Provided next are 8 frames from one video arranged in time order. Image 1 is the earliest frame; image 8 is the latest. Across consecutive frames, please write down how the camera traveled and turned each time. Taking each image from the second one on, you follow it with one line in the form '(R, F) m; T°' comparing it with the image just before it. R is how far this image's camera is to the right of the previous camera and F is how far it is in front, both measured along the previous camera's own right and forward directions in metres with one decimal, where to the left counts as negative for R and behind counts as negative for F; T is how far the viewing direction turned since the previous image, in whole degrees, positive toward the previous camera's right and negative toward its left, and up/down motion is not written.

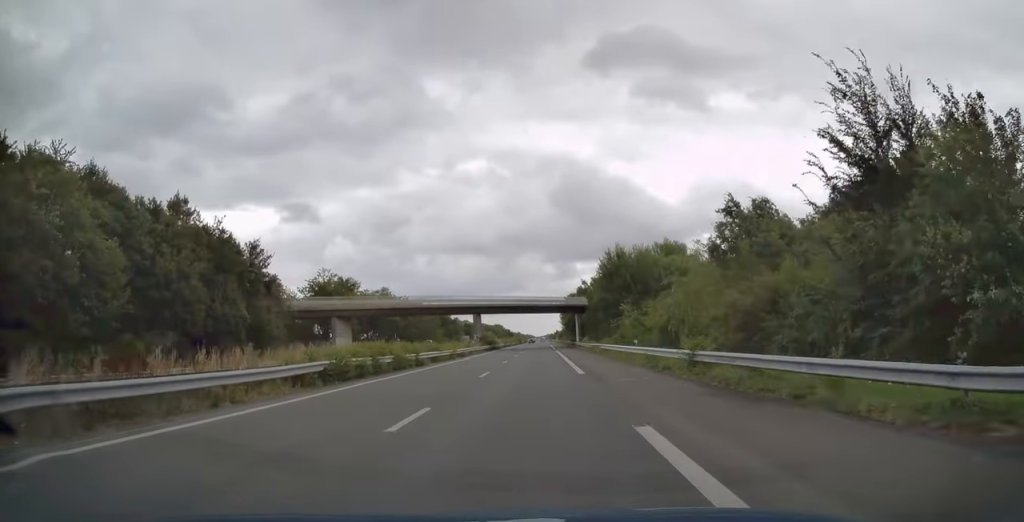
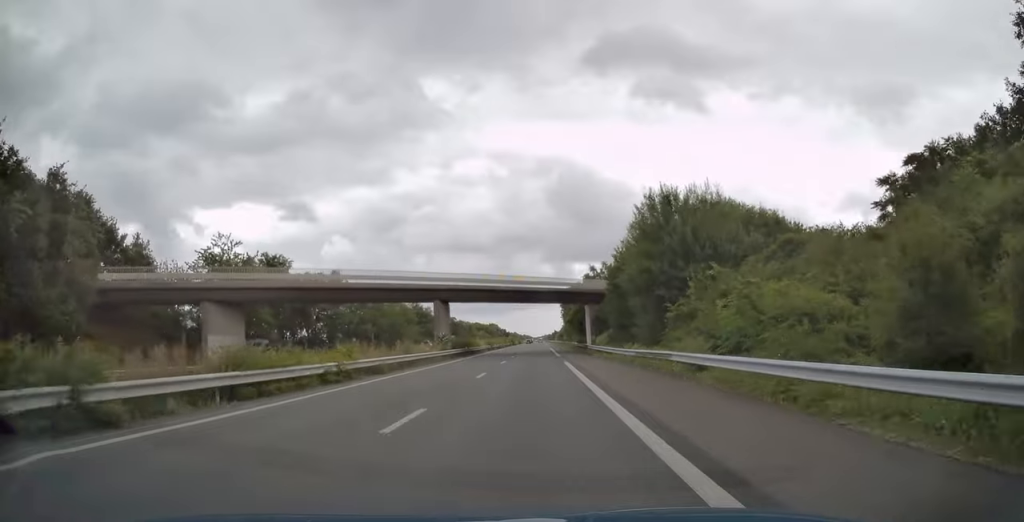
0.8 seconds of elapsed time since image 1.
(+0.3, +26.2) m; 0°
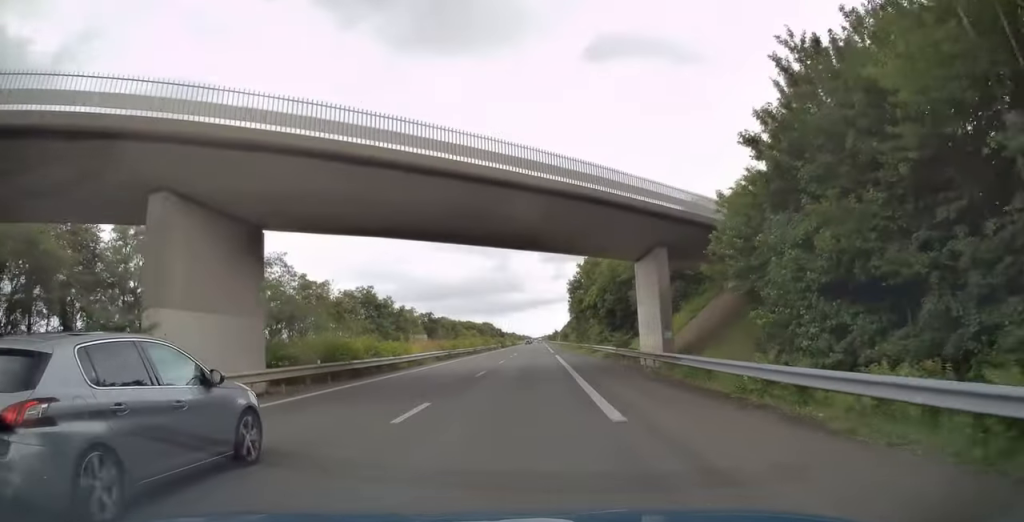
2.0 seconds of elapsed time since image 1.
(-0.4, +38.0) m; 0°
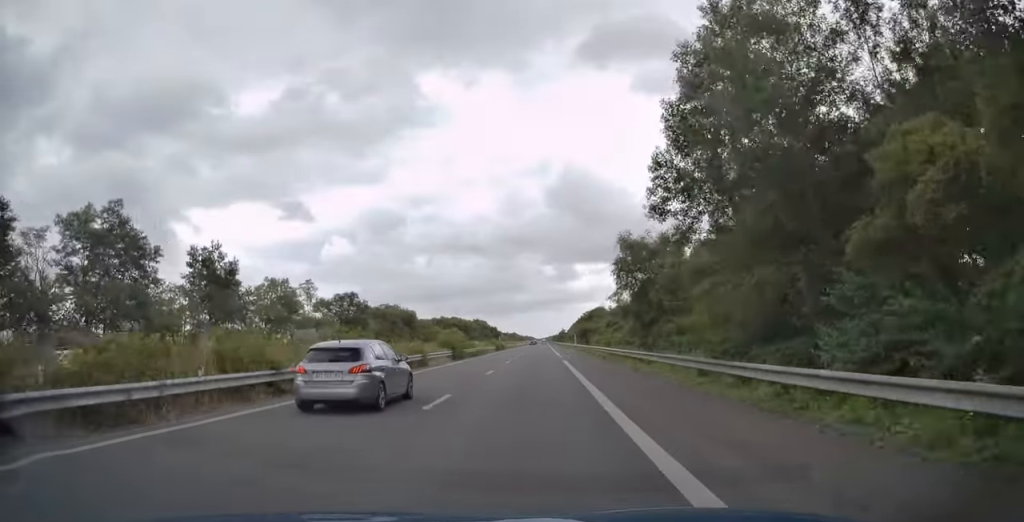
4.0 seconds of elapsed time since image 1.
(0.0, +63.1) m; -1°
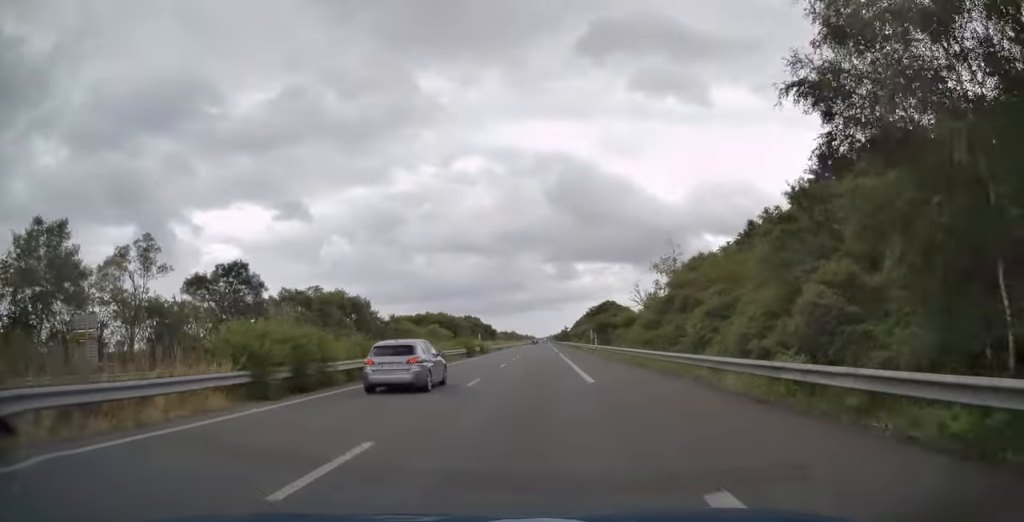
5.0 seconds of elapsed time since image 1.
(-0.1, +33.2) m; +1°
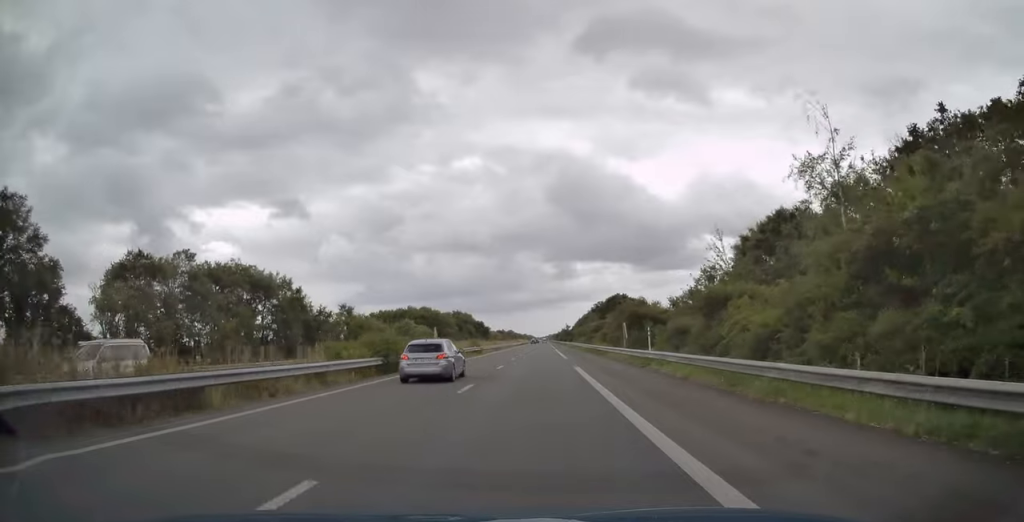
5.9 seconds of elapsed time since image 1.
(+0.4, +28.4) m; 0°
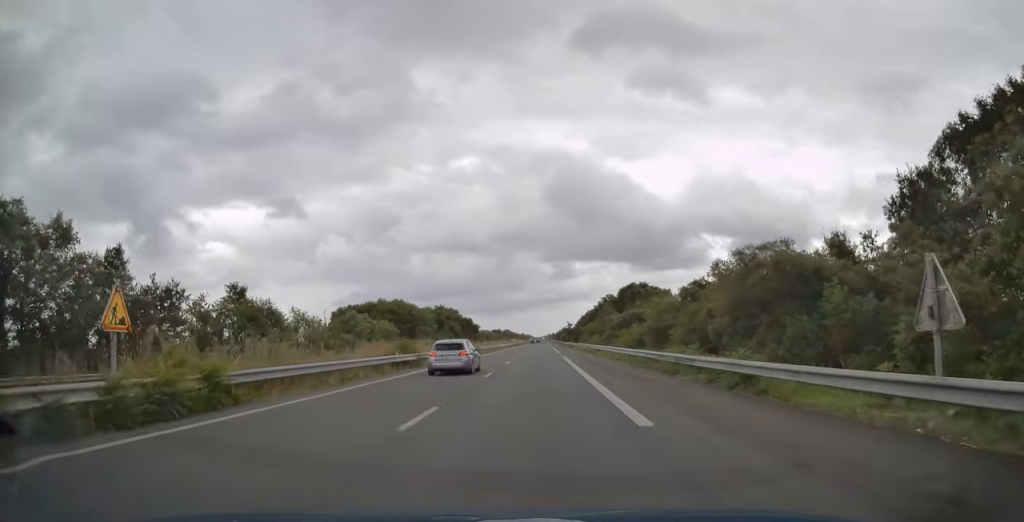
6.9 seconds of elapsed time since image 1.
(-0.3, +32.9) m; -1°
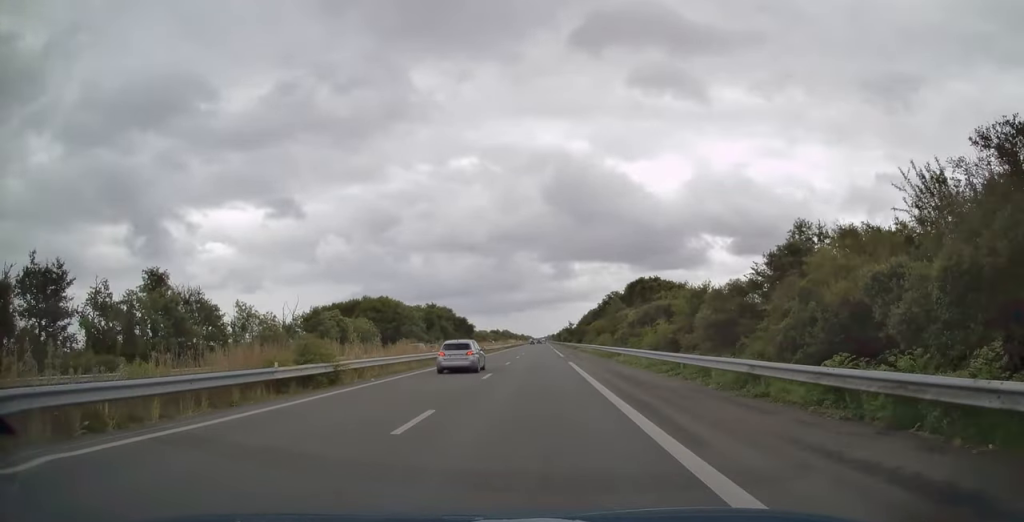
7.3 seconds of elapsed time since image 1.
(0.0, +13.4) m; 0°
